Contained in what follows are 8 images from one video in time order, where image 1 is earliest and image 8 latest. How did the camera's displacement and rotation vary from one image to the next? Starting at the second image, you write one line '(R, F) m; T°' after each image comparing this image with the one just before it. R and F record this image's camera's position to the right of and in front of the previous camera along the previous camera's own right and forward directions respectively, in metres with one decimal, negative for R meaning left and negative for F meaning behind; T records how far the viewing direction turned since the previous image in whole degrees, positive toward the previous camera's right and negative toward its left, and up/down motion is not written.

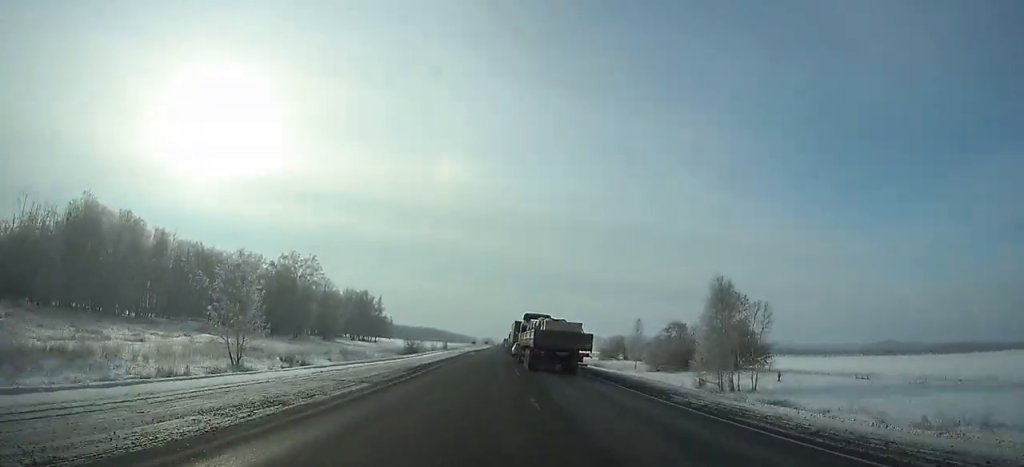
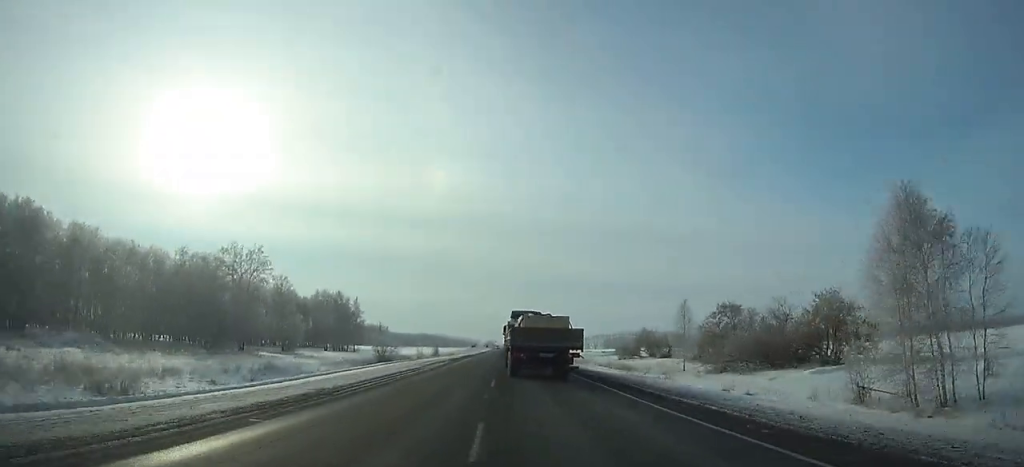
(+0.2, +29.0) m; 0°
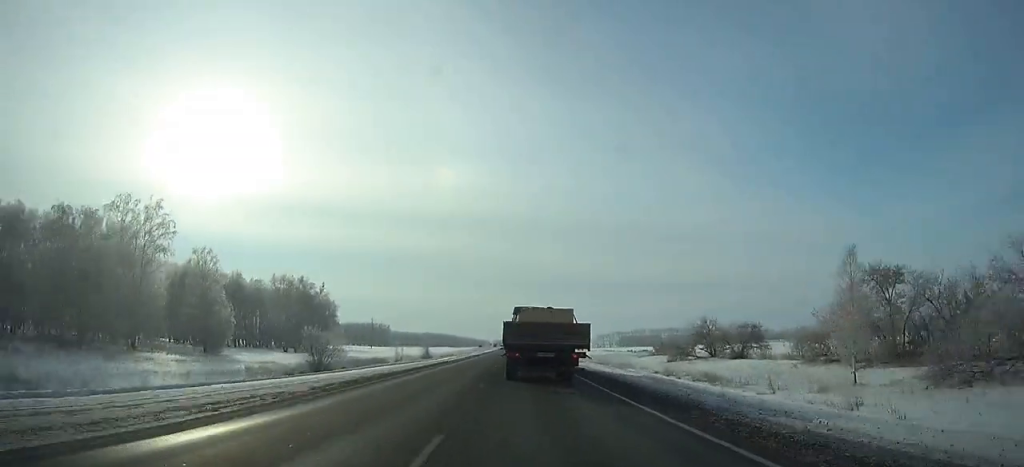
(-0.2, +38.0) m; -1°
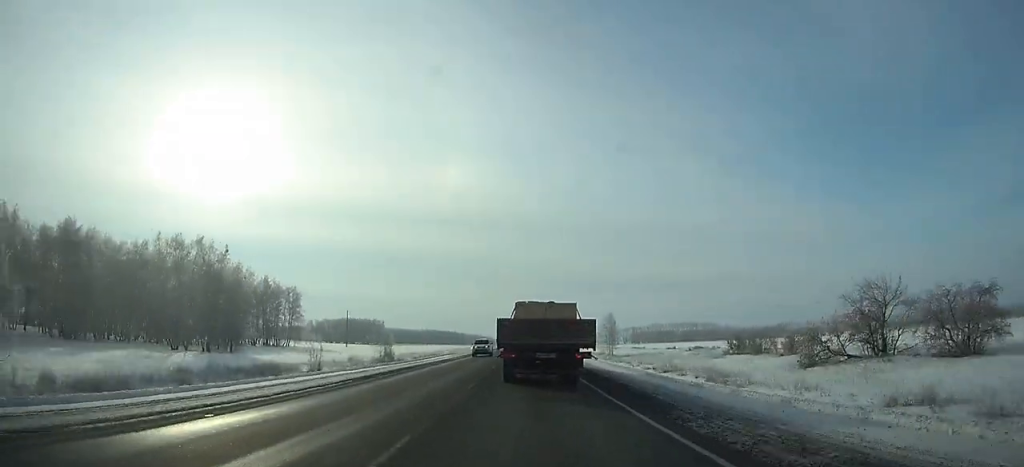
(-0.3, +50.4) m; -1°
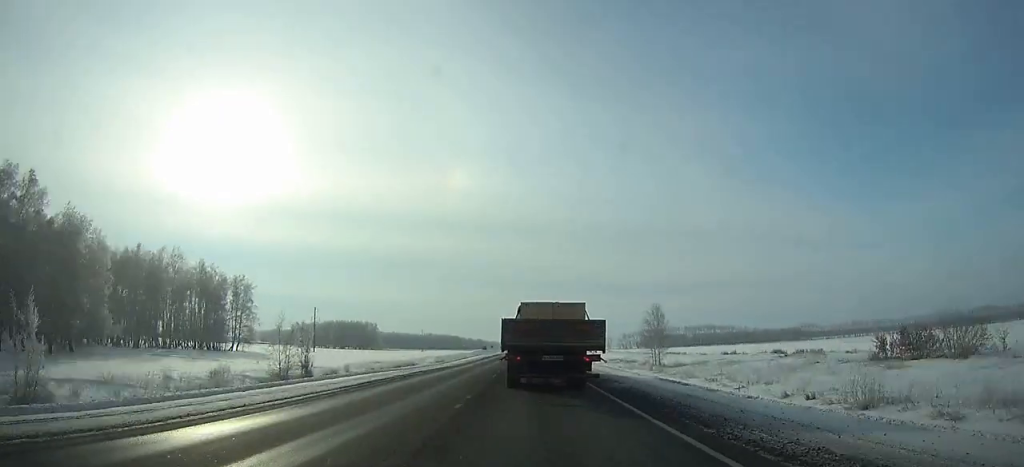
(-0.2, +44.1) m; -1°
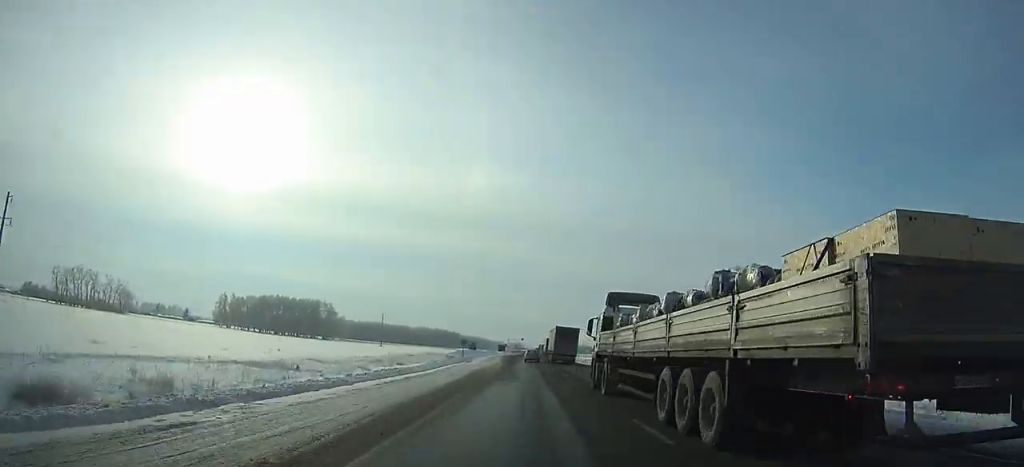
(-2.0, +130.7) m; 0°
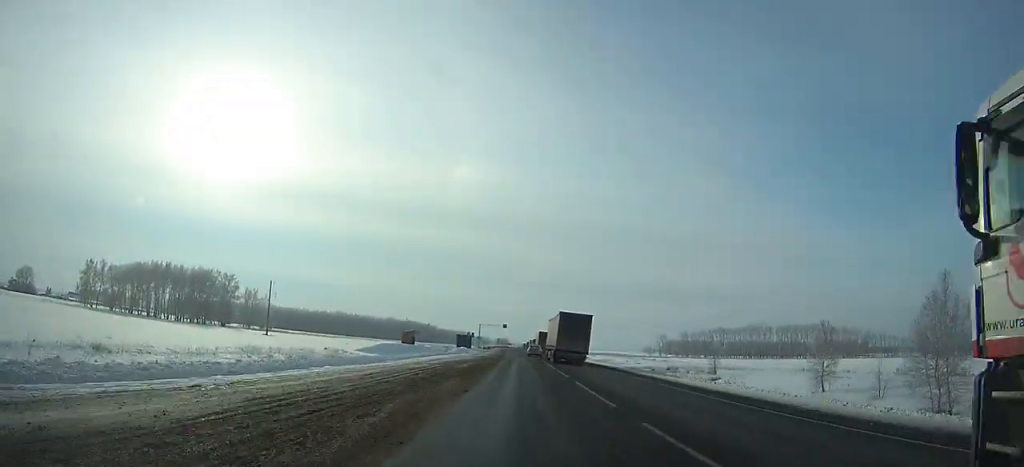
(+2.0, +96.4) m; +2°
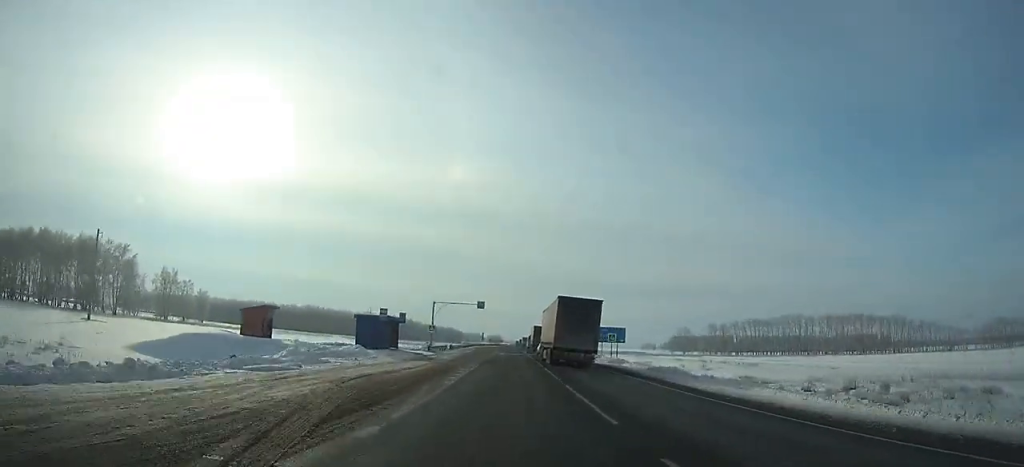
(+0.3, +59.4) m; +1°
